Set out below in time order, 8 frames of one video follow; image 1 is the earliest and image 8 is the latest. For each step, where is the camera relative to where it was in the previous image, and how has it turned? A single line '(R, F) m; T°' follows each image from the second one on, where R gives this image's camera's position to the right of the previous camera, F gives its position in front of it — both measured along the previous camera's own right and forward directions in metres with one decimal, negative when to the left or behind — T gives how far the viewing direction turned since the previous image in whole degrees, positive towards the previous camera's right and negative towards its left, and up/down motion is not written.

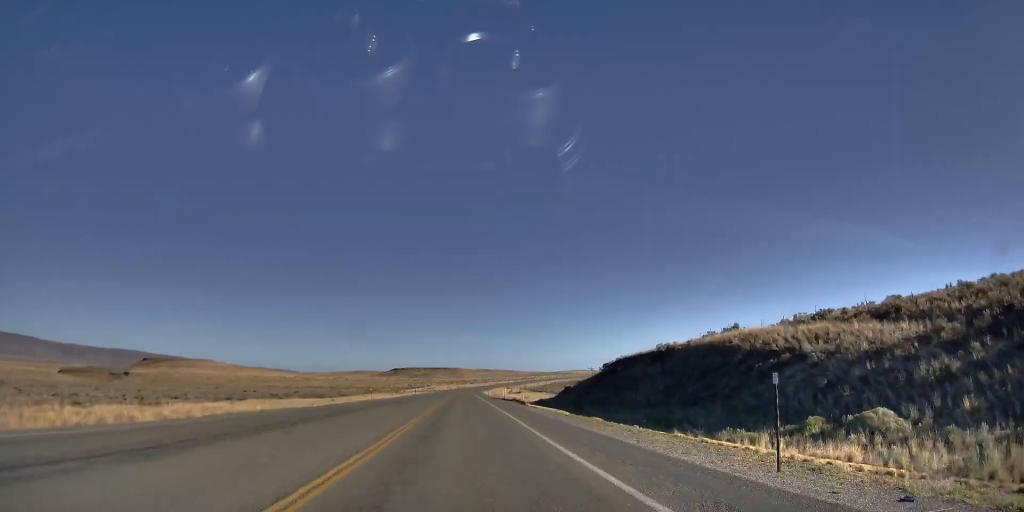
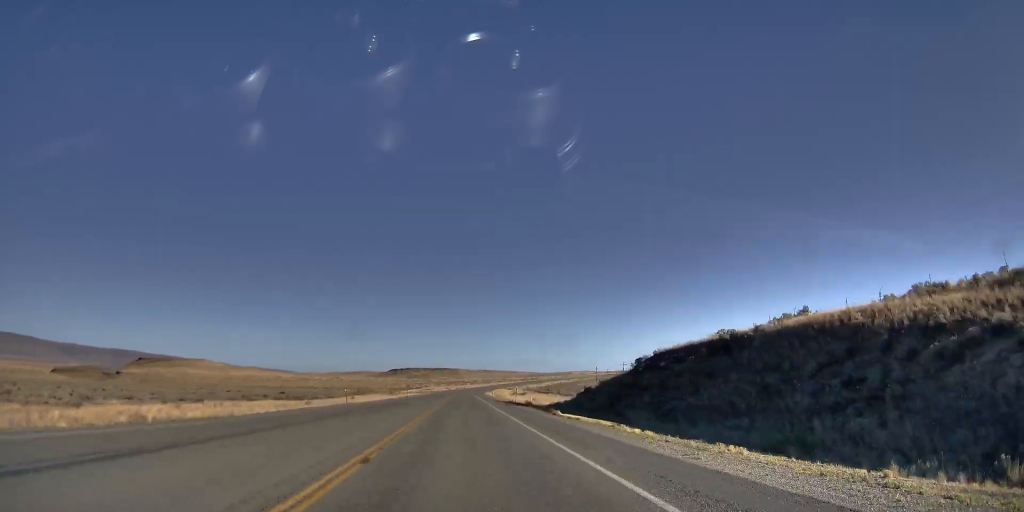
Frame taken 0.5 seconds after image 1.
(0.0, +18.1) m; -1°
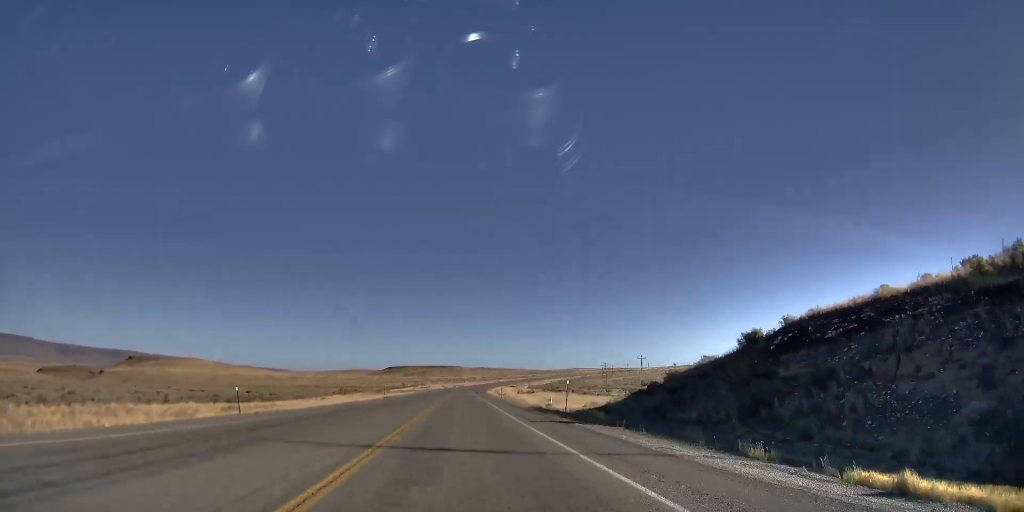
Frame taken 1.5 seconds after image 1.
(-0.5, +29.7) m; -1°
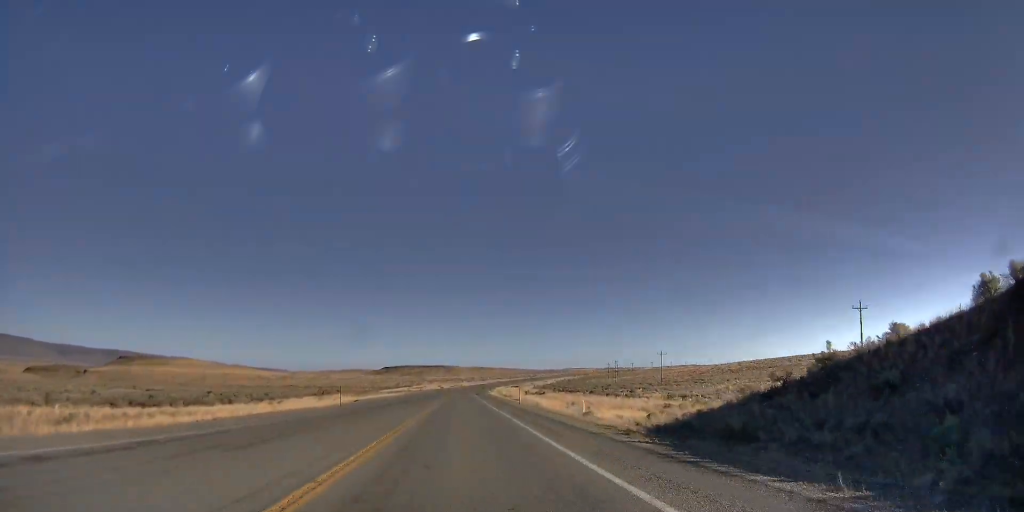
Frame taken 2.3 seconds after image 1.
(-0.2, +26.8) m; +1°
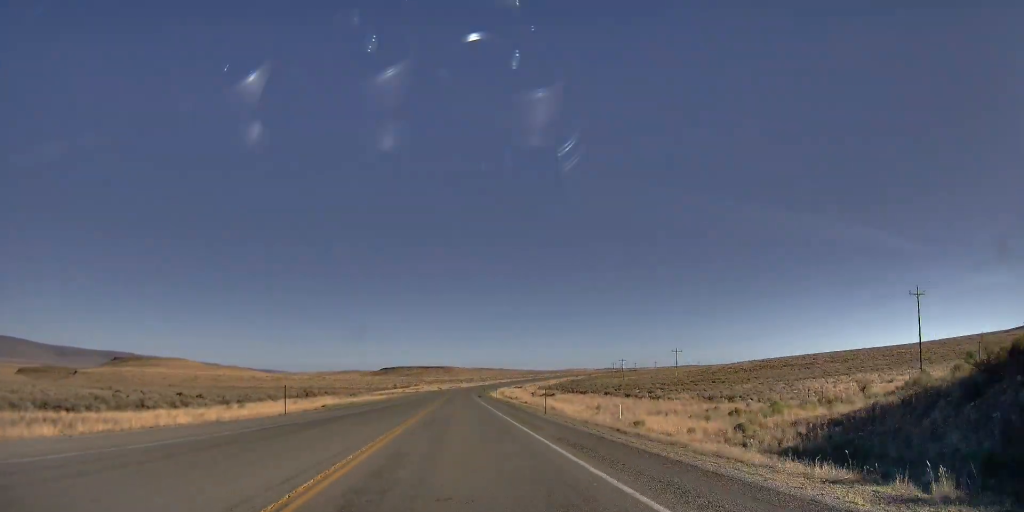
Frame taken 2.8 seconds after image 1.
(+0.3, +16.4) m; 0°
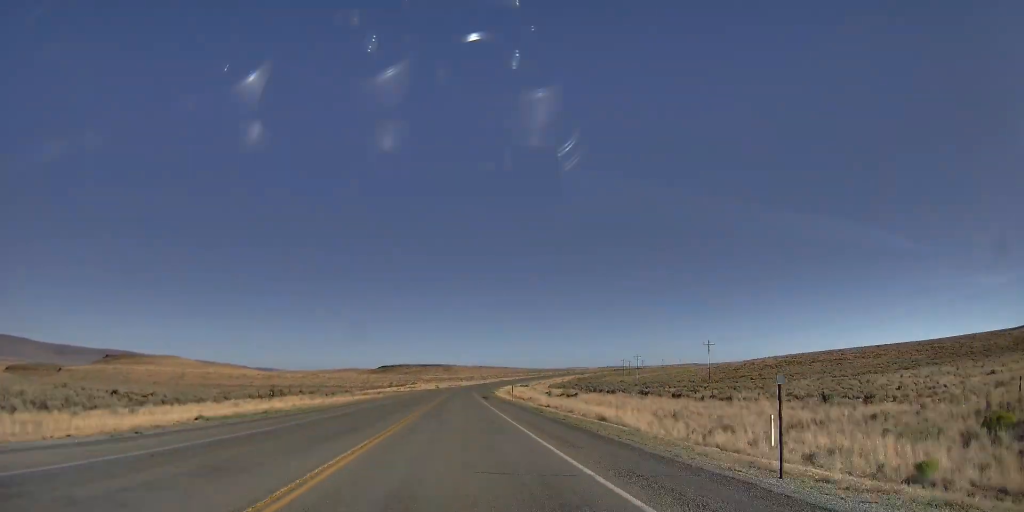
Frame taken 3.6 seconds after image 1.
(+0.4, +27.3) m; 0°
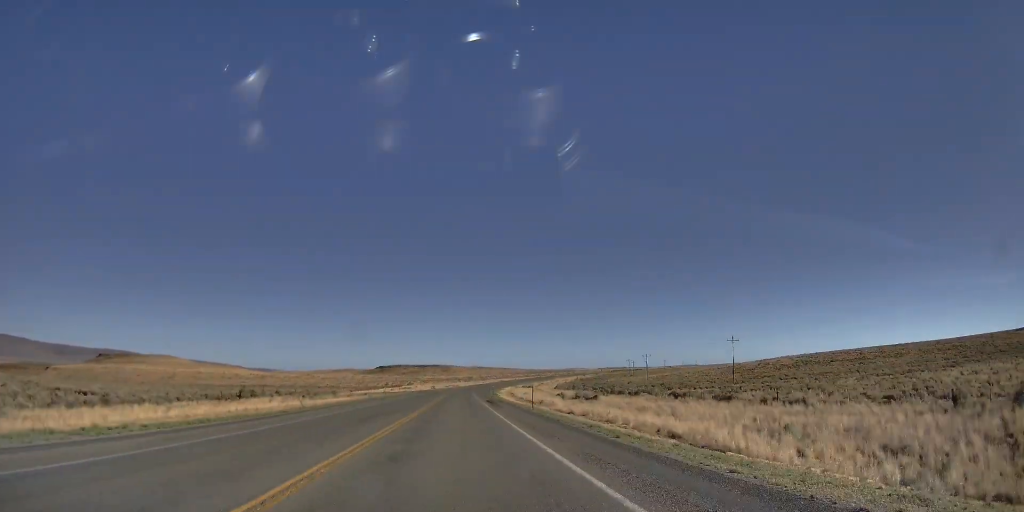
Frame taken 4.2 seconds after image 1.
(-0.2, +17.1) m; 0°
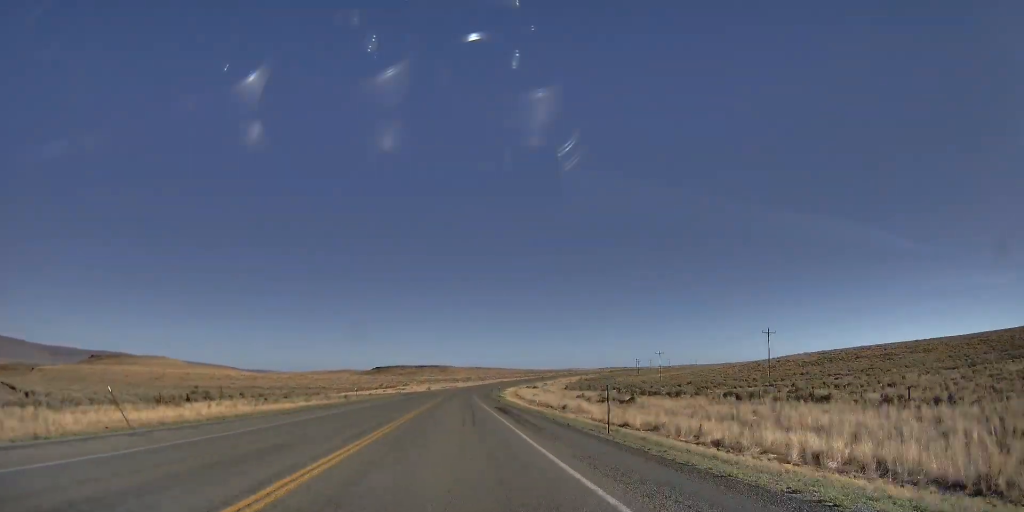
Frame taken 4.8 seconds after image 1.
(0.0, +19.8) m; 0°
